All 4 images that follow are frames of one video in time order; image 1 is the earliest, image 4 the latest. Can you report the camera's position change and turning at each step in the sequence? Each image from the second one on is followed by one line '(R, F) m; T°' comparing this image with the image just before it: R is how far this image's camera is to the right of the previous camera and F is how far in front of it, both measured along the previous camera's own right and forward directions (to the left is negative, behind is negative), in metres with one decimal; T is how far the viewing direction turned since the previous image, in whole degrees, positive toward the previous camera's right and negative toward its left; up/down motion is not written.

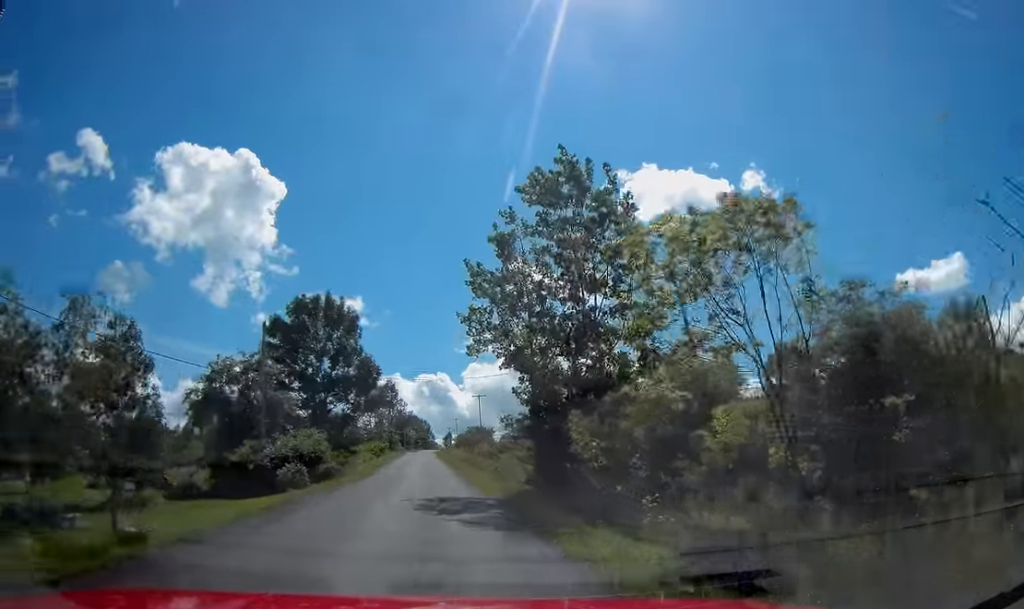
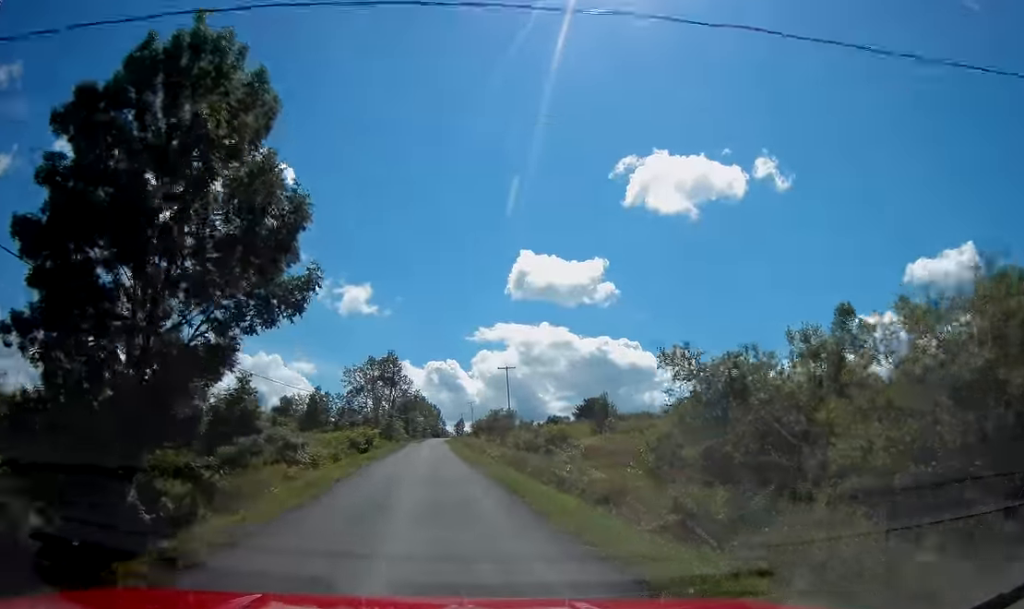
(-0.9, +30.7) m; -1°
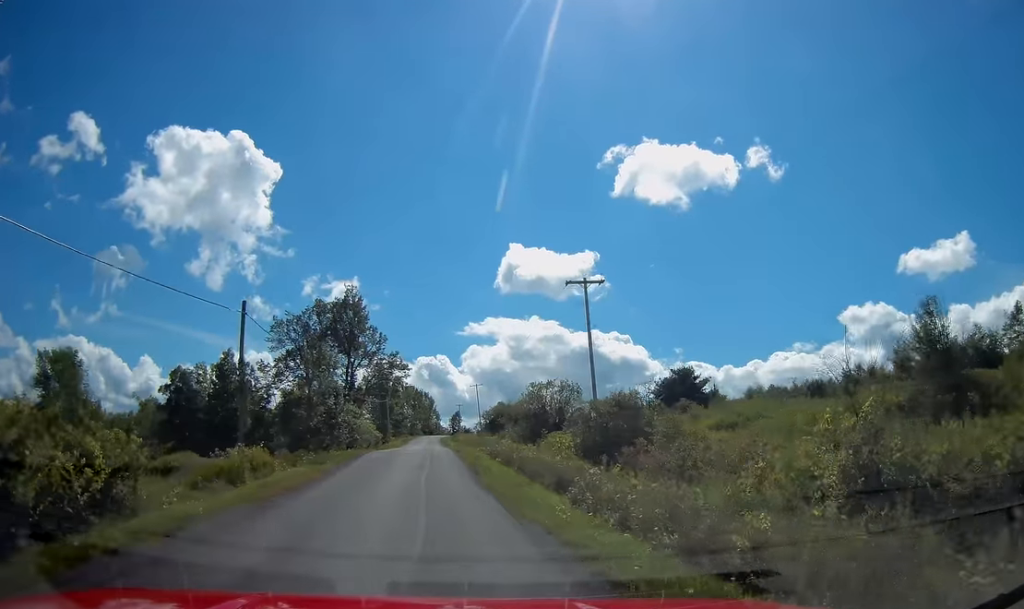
(+1.1, +52.3) m; +2°
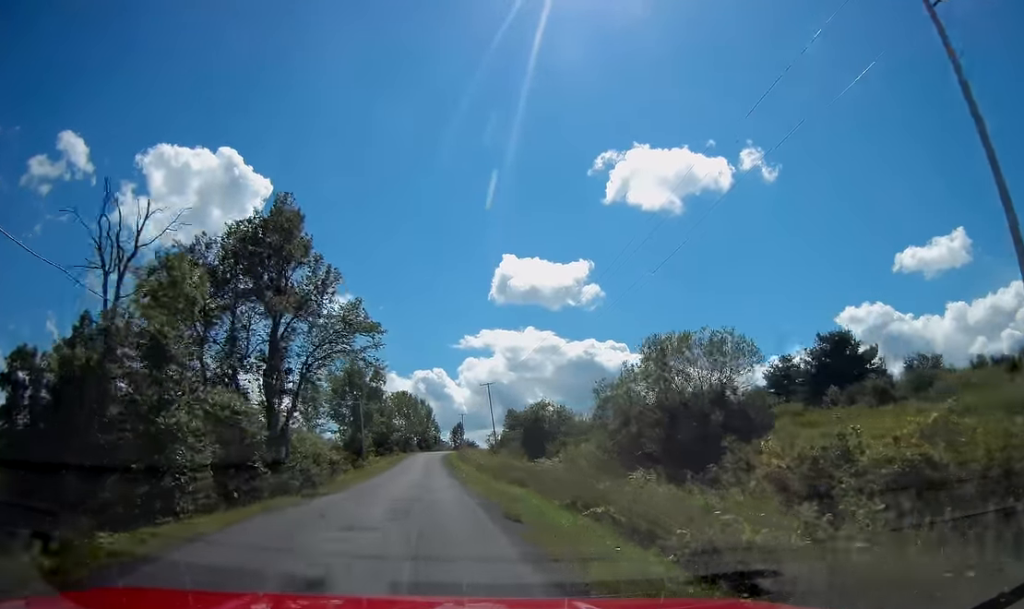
(+0.2, +33.1) m; 0°
